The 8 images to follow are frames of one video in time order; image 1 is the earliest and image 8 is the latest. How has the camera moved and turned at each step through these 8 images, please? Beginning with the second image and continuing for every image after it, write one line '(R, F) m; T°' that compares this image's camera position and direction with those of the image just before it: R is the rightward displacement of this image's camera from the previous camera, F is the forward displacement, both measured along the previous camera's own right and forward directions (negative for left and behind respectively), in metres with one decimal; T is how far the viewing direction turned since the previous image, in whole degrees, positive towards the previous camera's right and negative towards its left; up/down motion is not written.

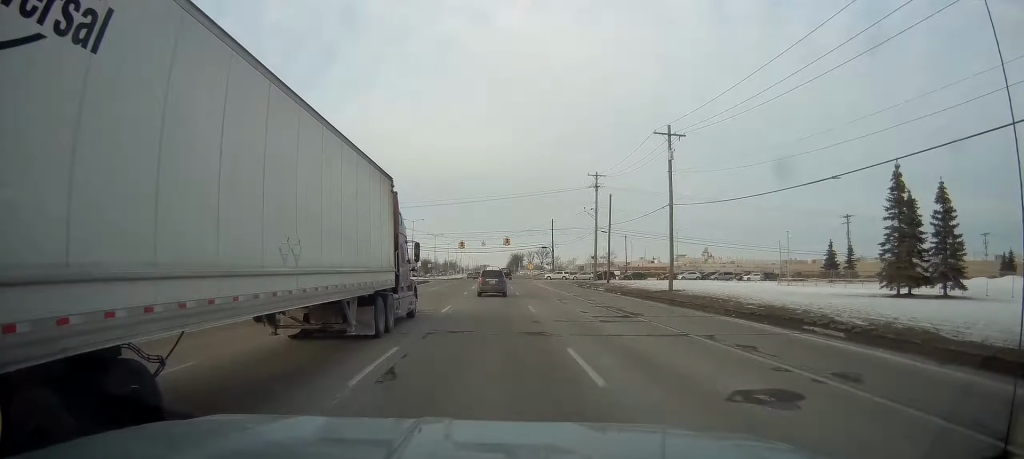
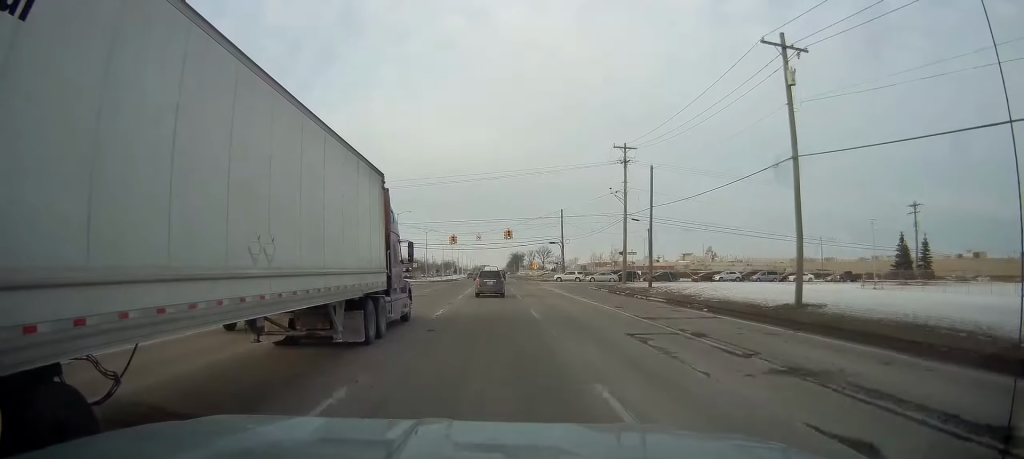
(-0.1, +18.8) m; -1°
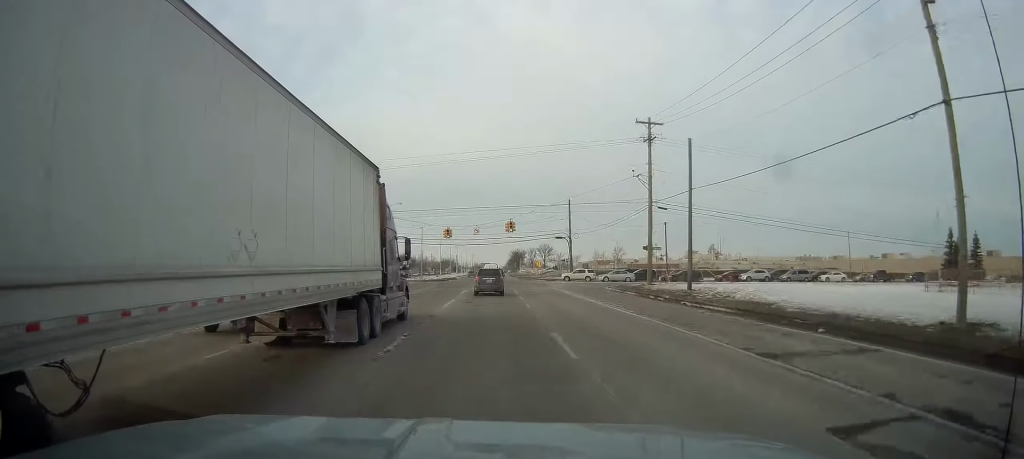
(-0.1, +10.1) m; 0°
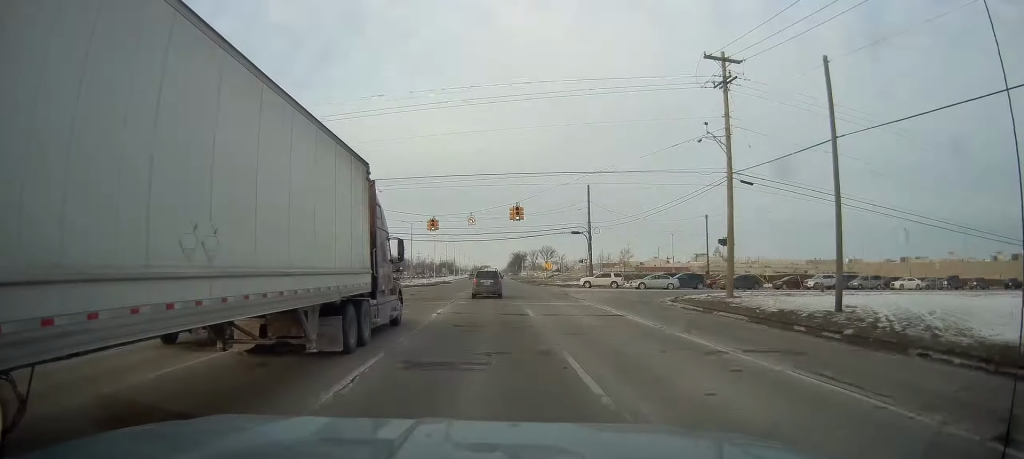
(0.0, +18.1) m; +1°
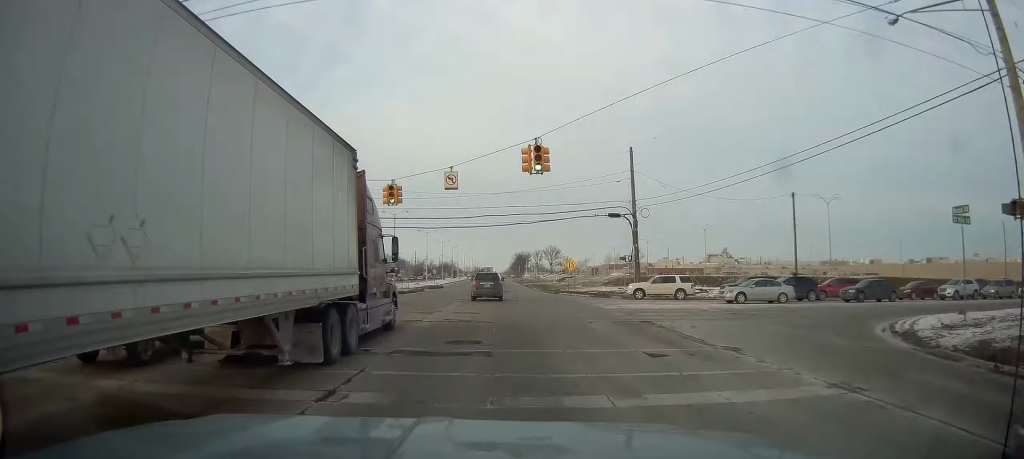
(+0.5, +22.4) m; +1°
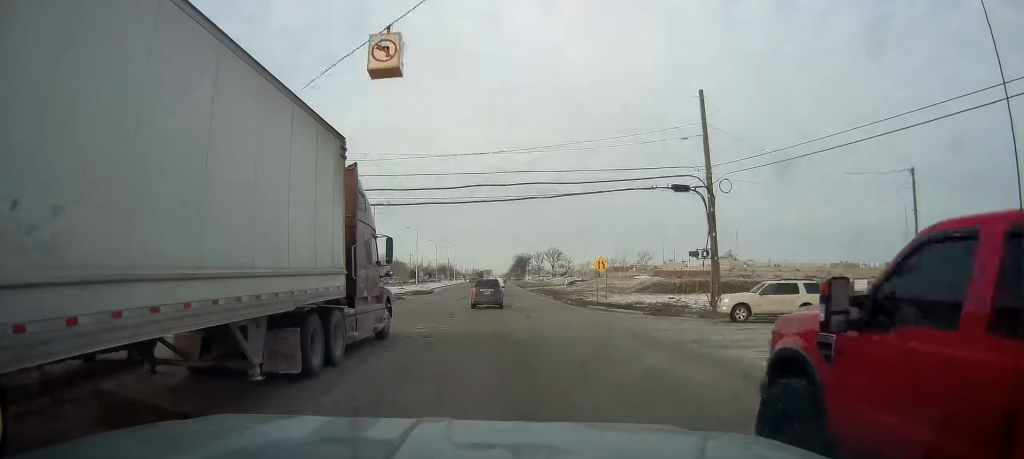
(-0.2, +17.4) m; 0°
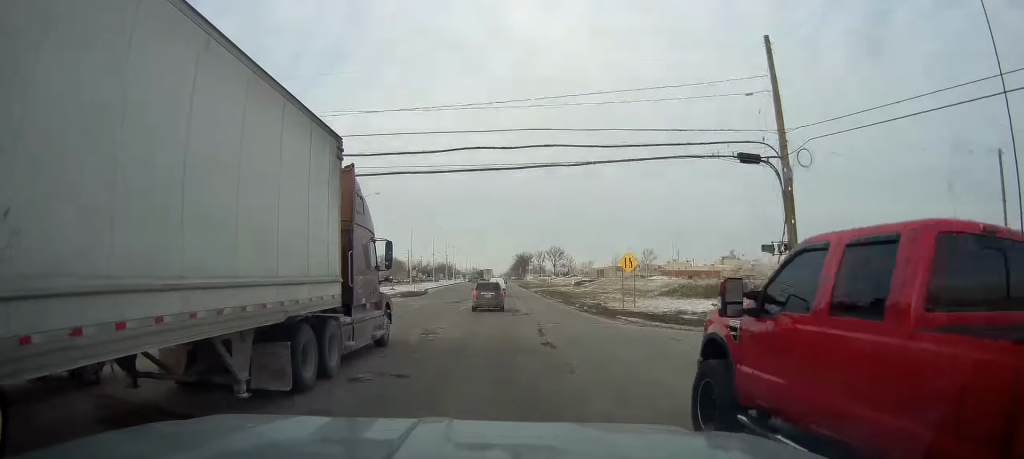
(-0.3, +8.7) m; 0°
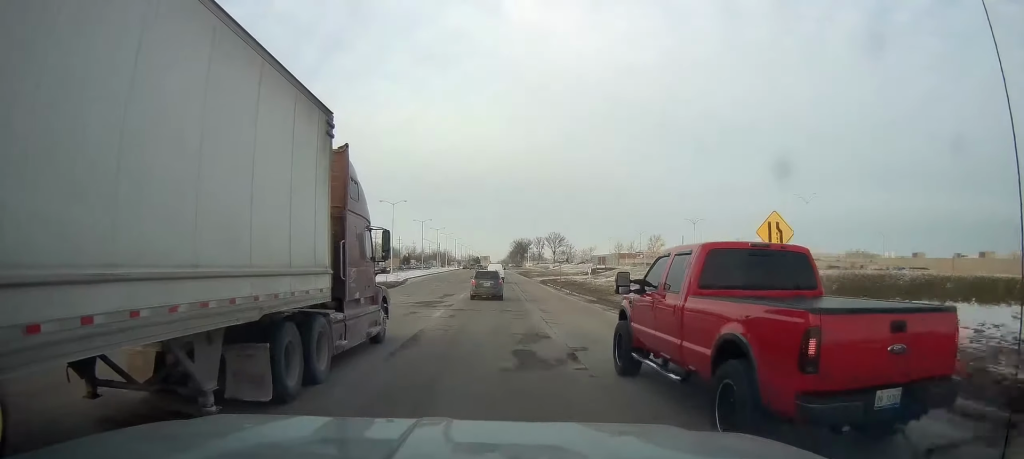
(+0.5, +18.9) m; +1°
